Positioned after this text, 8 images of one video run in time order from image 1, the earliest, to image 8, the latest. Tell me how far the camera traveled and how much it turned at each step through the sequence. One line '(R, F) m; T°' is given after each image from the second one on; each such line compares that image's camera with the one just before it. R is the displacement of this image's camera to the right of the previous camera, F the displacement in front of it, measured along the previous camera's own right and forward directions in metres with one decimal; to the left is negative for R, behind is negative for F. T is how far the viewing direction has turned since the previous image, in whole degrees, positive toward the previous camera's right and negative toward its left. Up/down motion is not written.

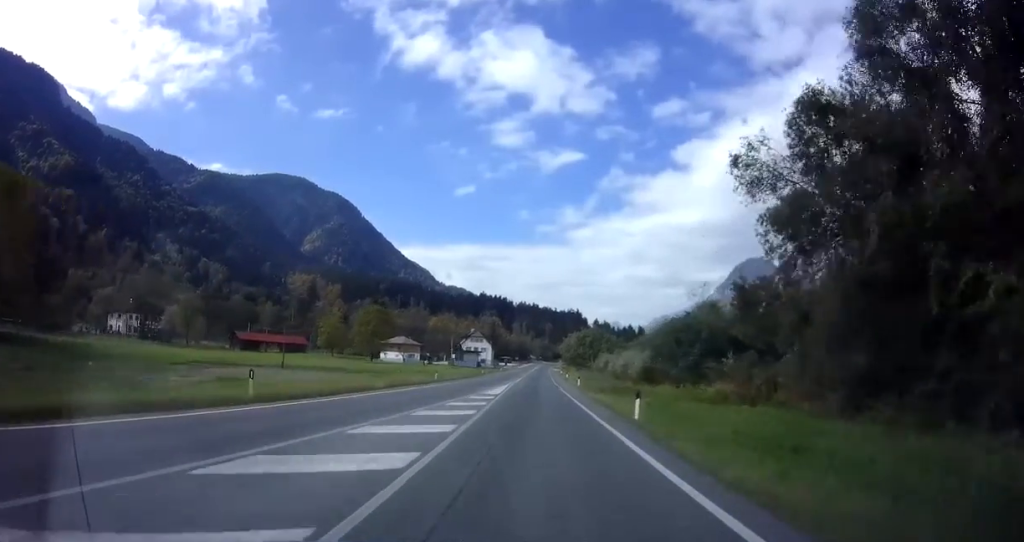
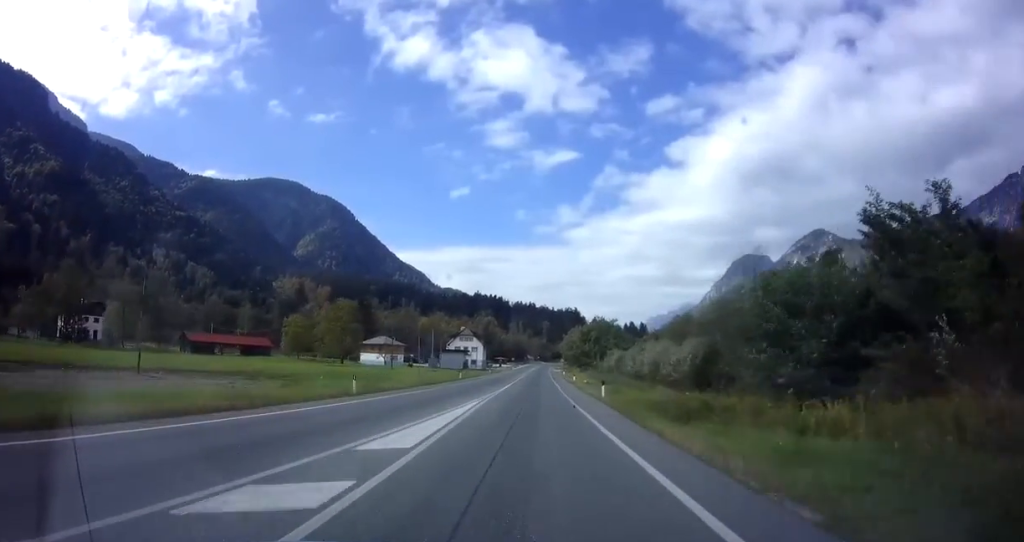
(0.0, +19.0) m; 0°
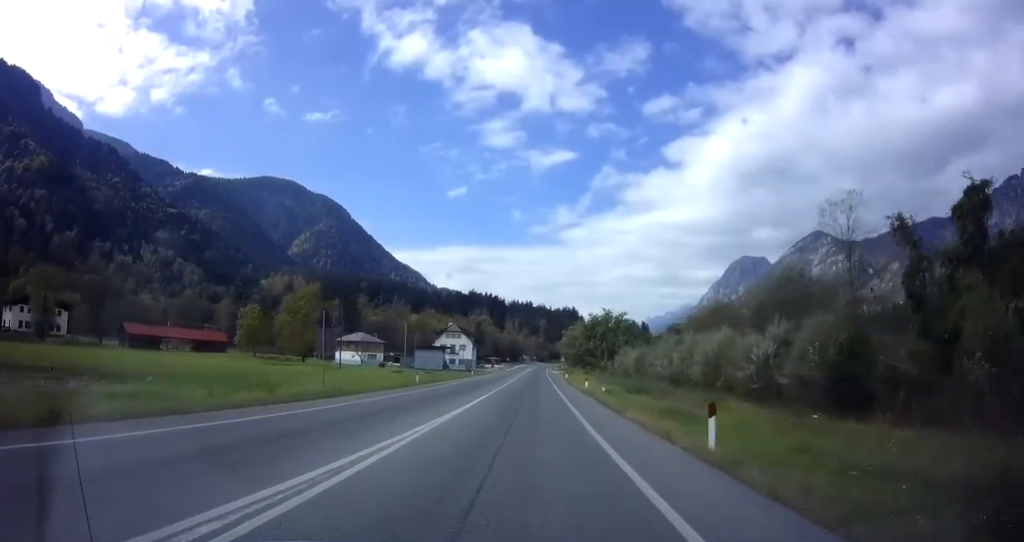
(-0.2, +18.3) m; -1°
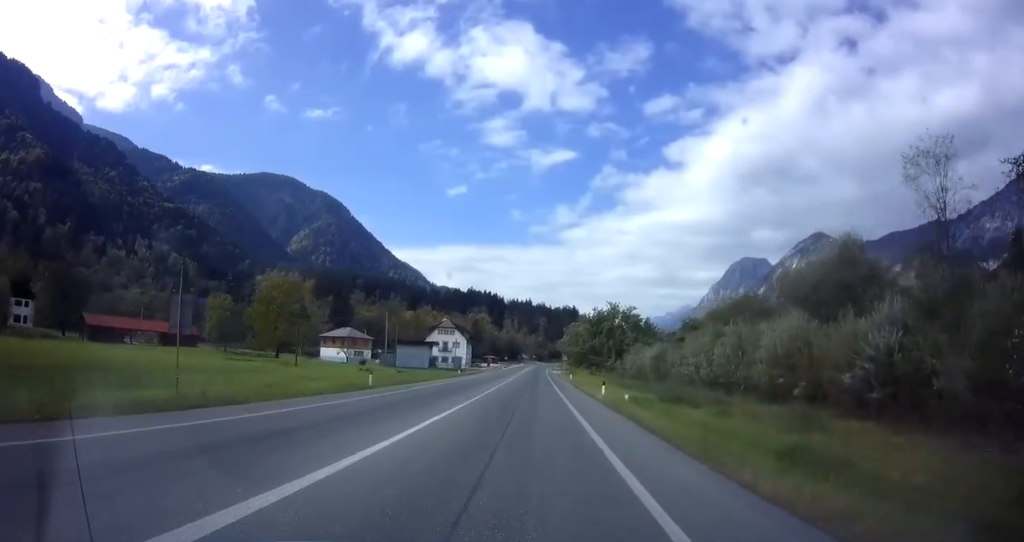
(0.0, +10.4) m; 0°
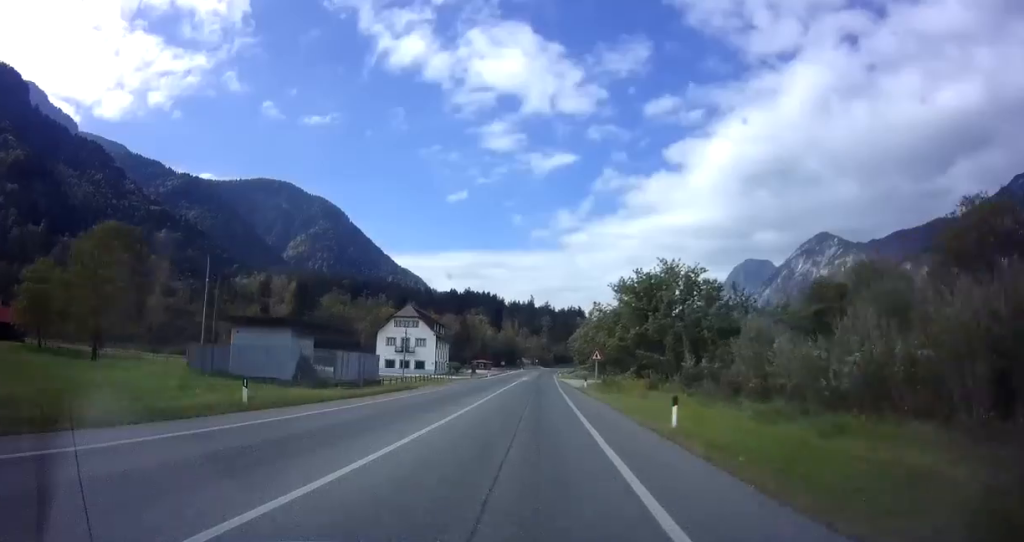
(0.0, +43.1) m; +1°
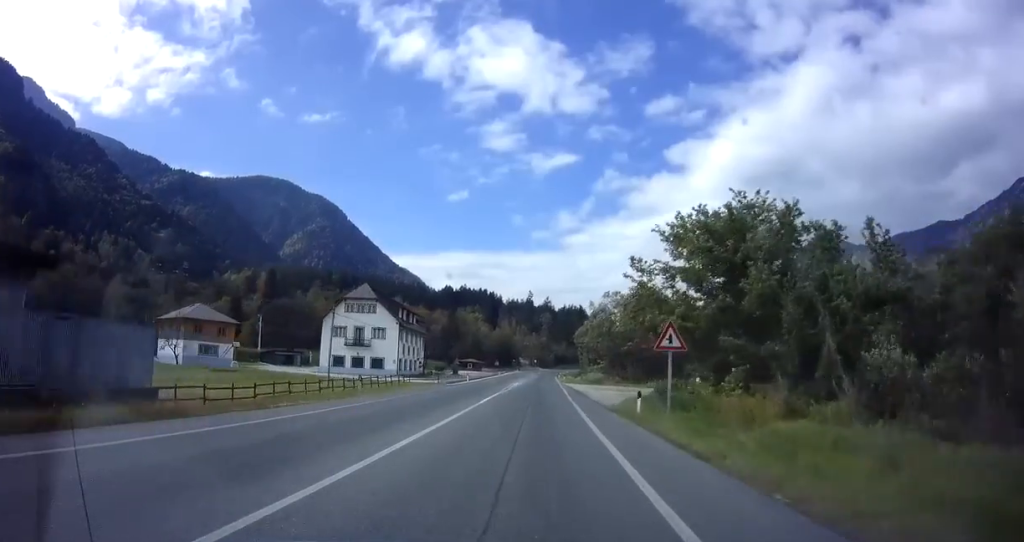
(+0.2, +23.1) m; +1°
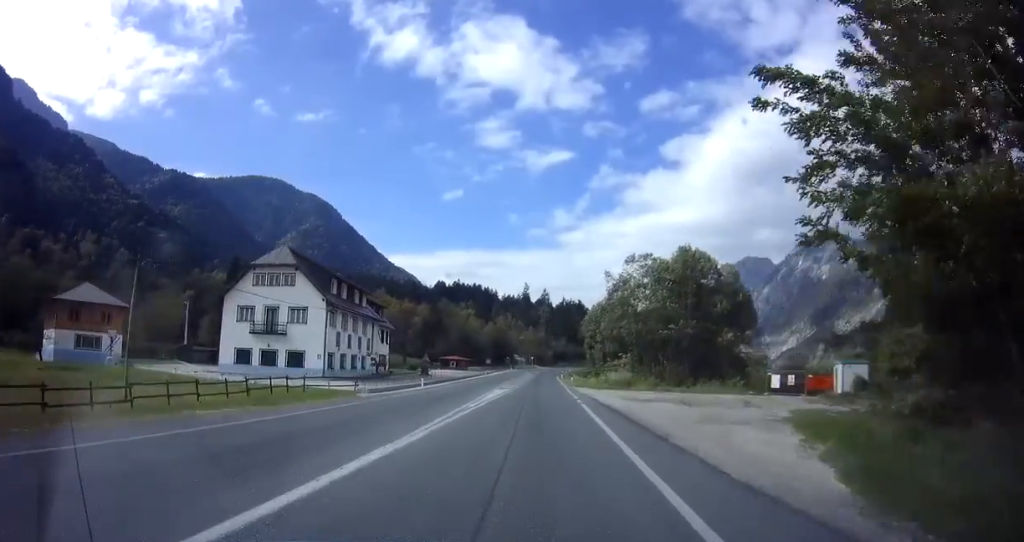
(+0.1, +22.4) m; 0°
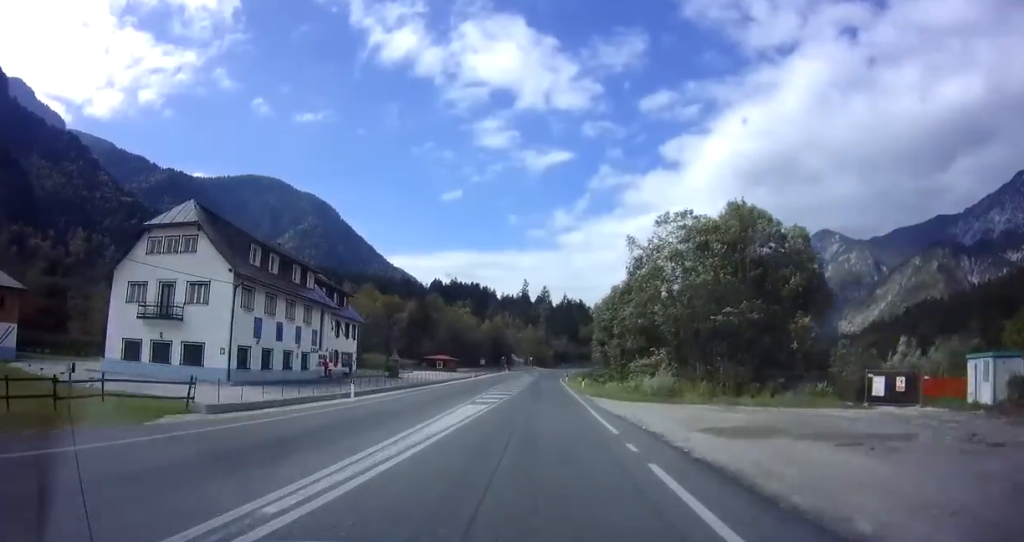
(-0.2, +15.2) m; -1°
